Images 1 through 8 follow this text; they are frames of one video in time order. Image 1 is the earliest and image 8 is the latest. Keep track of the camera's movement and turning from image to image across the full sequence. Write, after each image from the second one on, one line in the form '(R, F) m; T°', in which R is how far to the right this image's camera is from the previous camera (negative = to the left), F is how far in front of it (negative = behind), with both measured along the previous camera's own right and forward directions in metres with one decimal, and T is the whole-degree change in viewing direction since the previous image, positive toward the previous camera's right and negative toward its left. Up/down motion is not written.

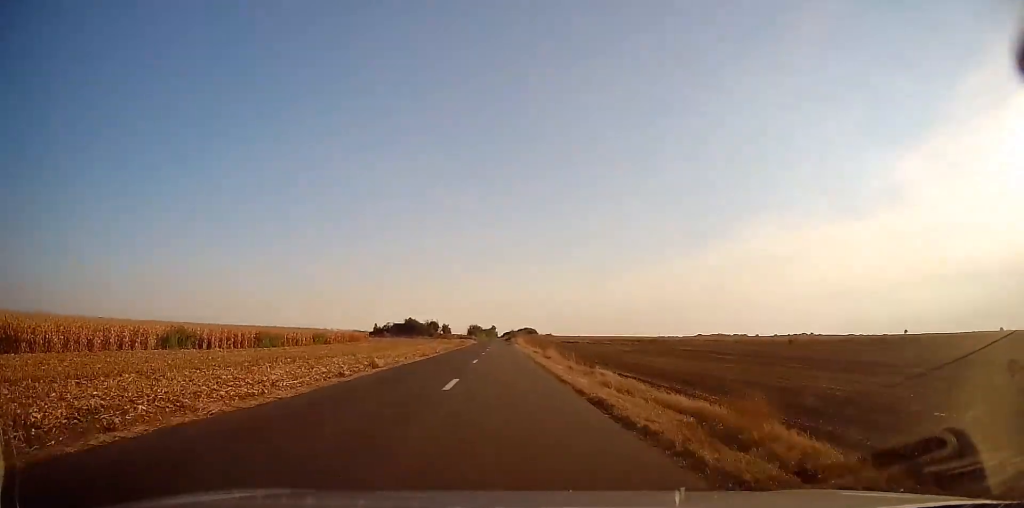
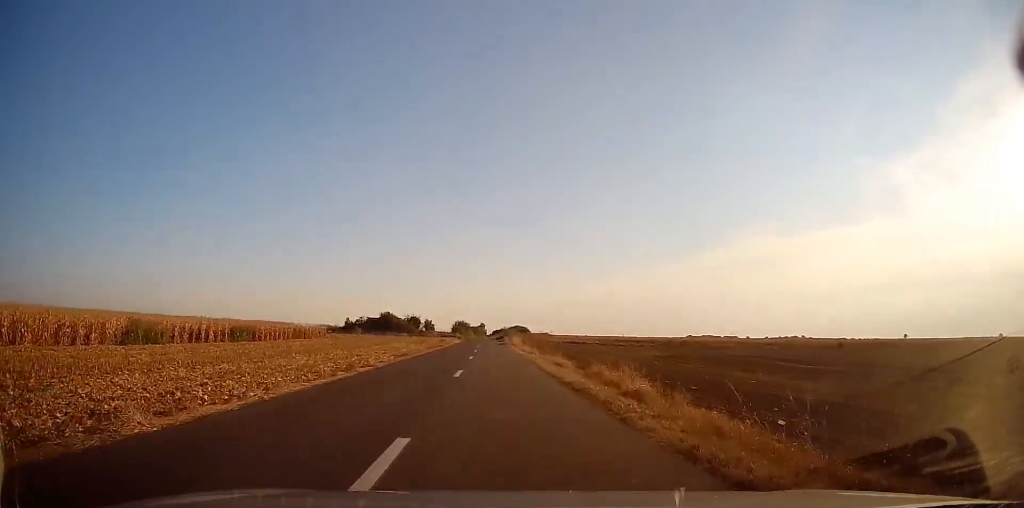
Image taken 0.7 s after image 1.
(+0.2, +20.2) m; +1°
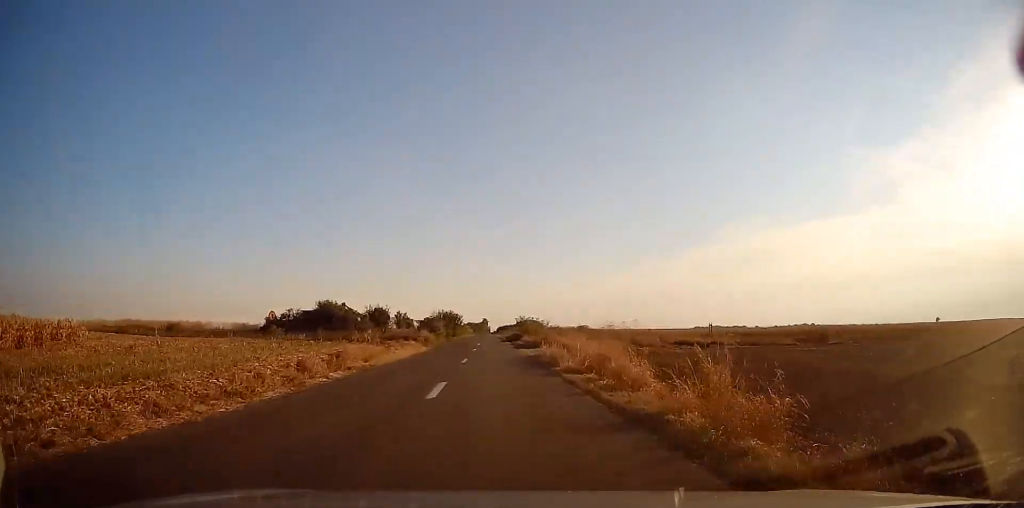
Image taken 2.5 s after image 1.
(+0.5, +52.0) m; -1°
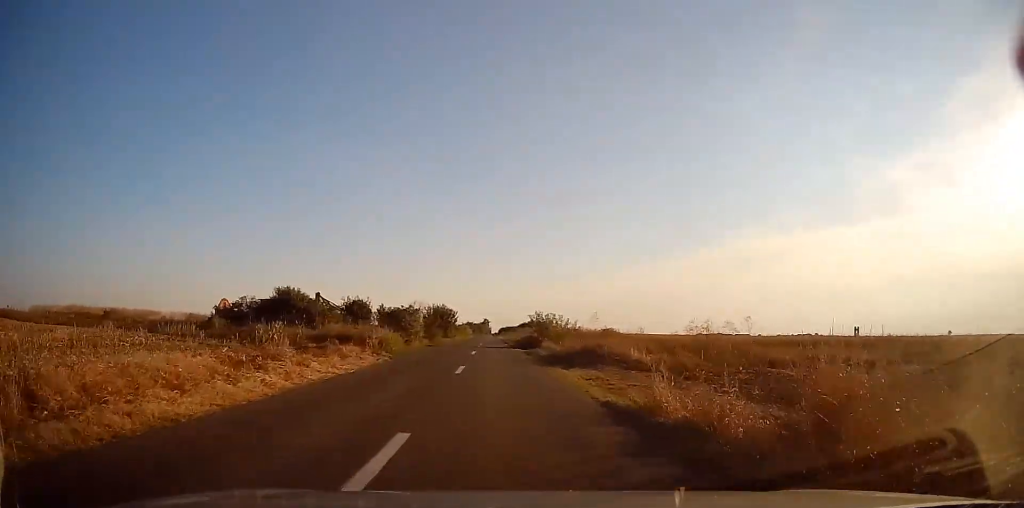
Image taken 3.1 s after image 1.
(-0.2, +18.5) m; 0°
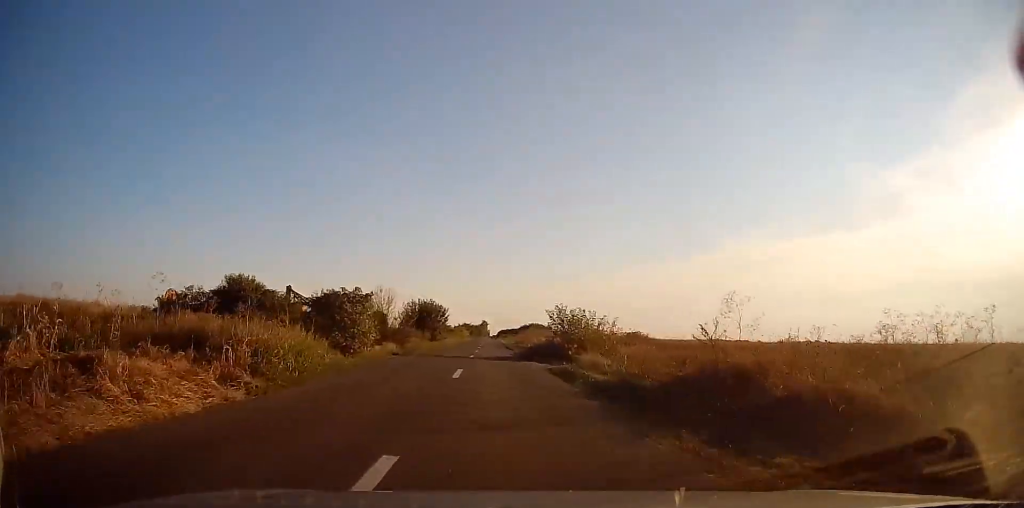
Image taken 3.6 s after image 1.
(-0.1, +13.6) m; 0°
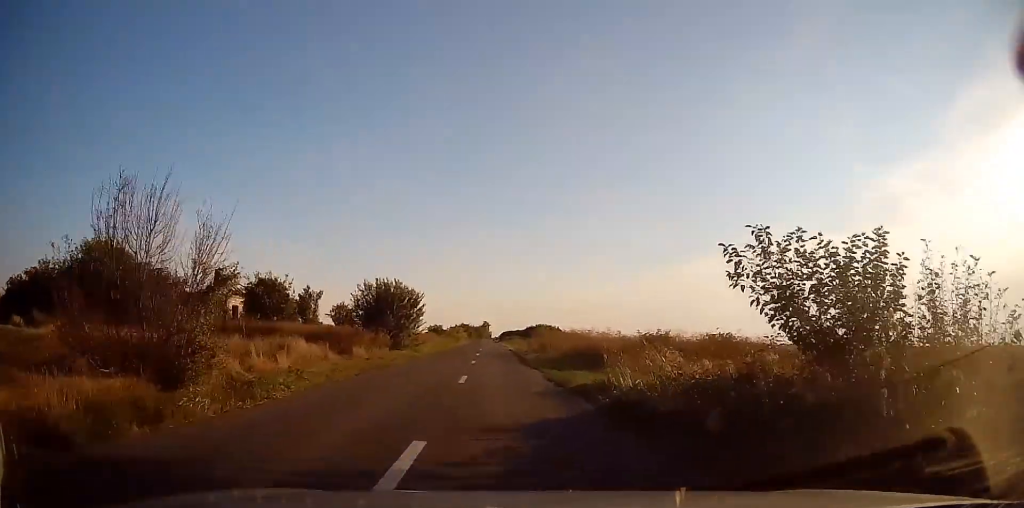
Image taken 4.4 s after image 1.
(+0.4, +22.6) m; 0°
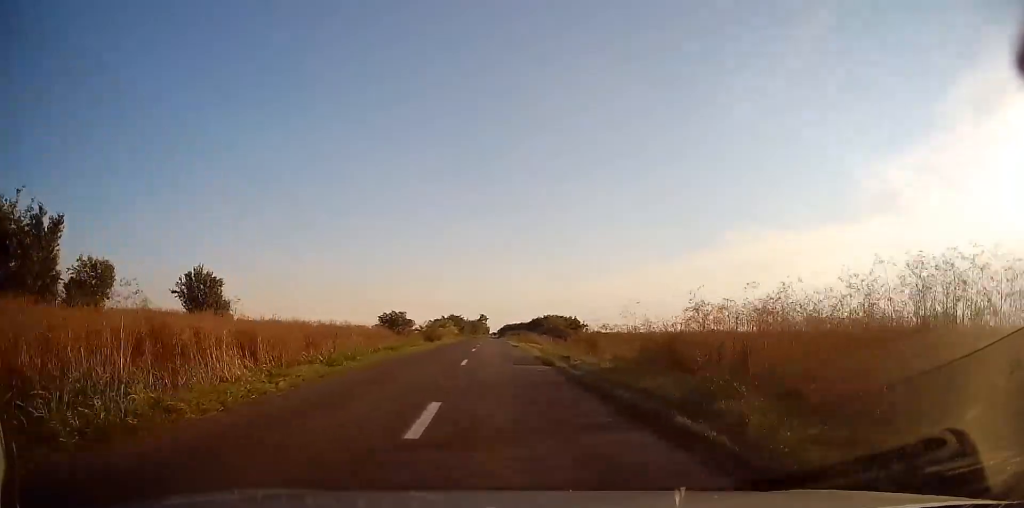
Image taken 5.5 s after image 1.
(-0.3, +33.5) m; 0°
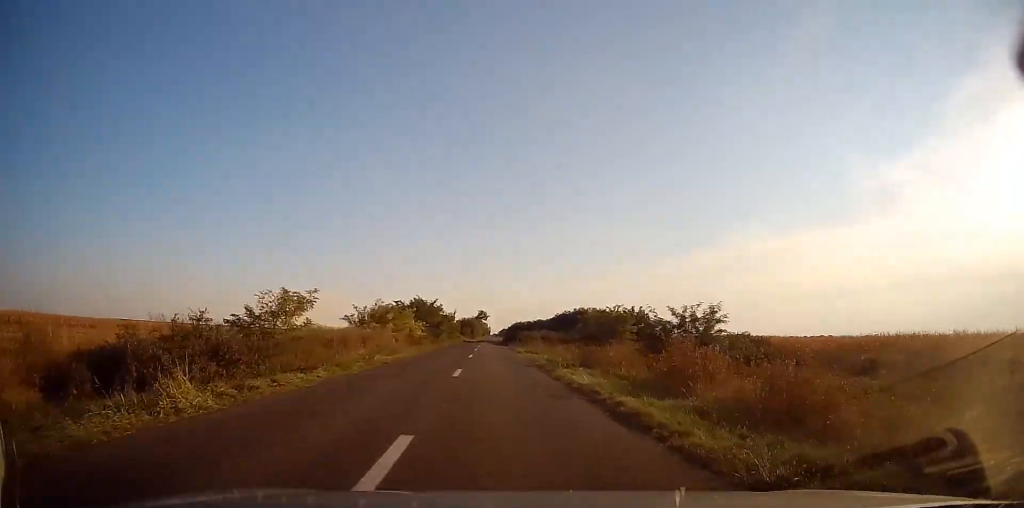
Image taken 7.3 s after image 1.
(+0.6, +50.5) m; +1°
